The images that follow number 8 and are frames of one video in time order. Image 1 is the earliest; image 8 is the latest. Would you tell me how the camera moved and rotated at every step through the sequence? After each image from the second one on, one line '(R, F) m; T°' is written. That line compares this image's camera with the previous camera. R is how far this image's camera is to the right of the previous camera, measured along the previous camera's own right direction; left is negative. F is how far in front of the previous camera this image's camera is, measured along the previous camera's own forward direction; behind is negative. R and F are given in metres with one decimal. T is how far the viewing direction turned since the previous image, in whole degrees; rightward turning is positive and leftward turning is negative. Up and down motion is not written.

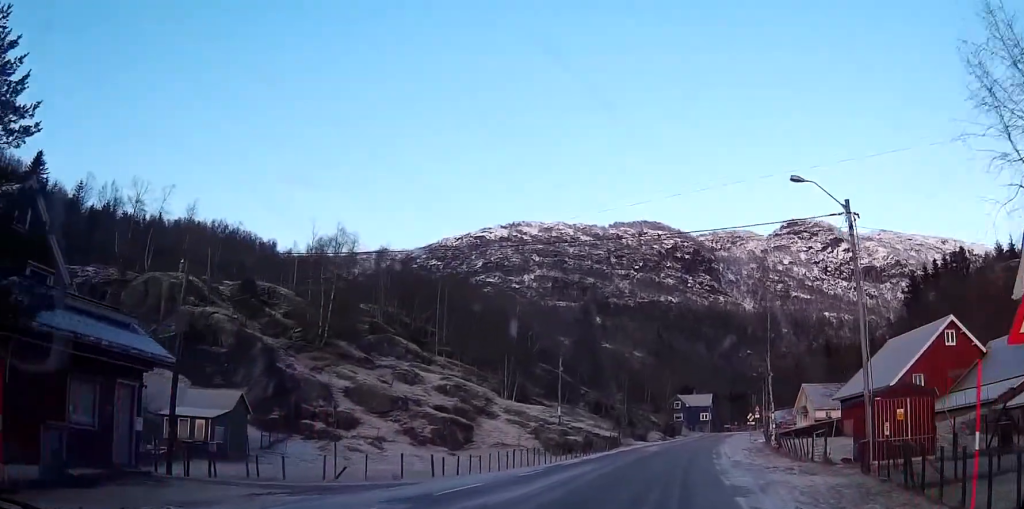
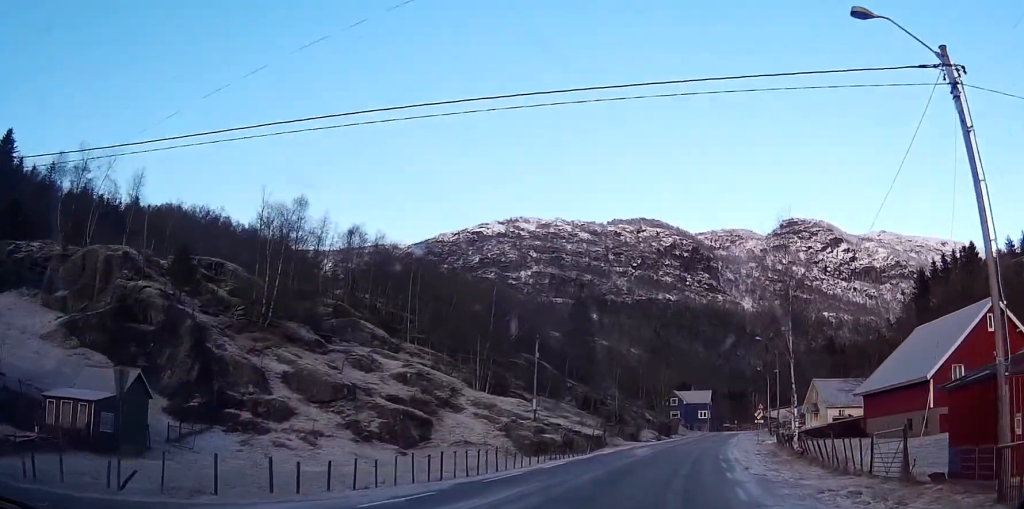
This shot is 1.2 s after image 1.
(+0.4, +10.7) m; +2°
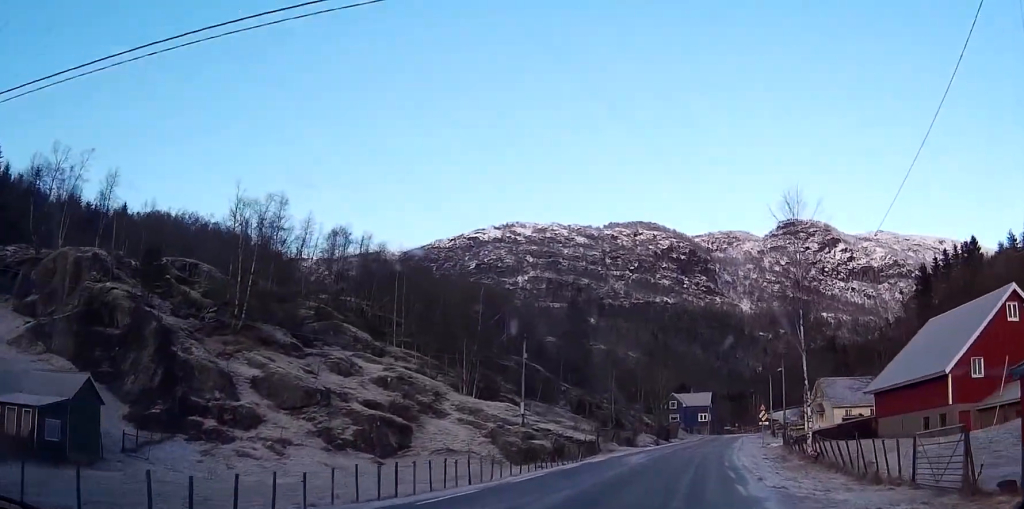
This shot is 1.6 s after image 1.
(0.0, +4.2) m; -1°
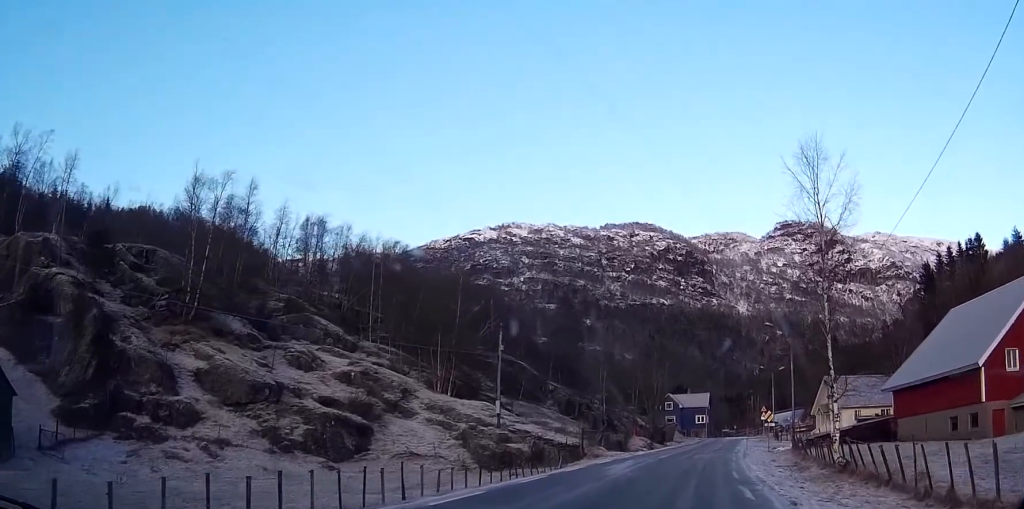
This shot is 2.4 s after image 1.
(0.0, +6.5) m; 0°
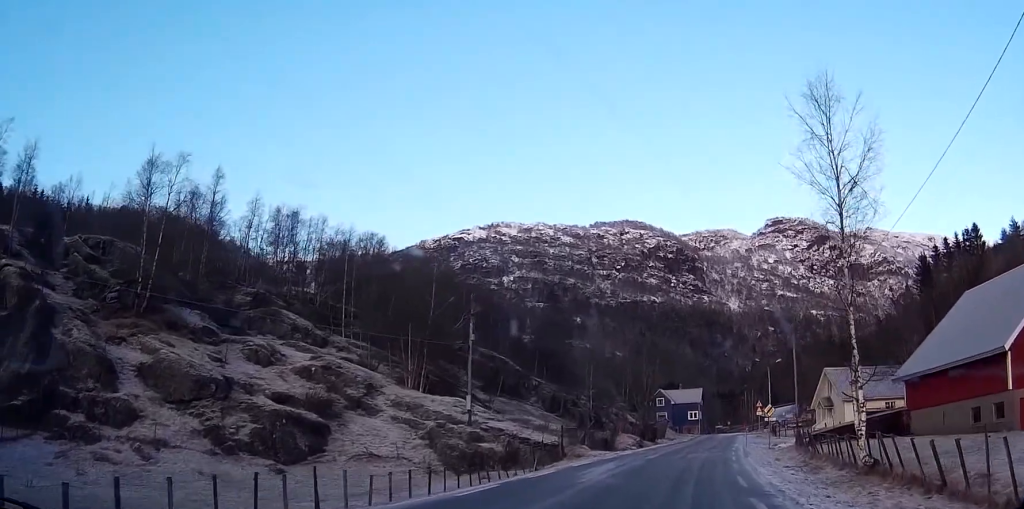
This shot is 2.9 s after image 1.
(-0.1, +5.0) m; +2°
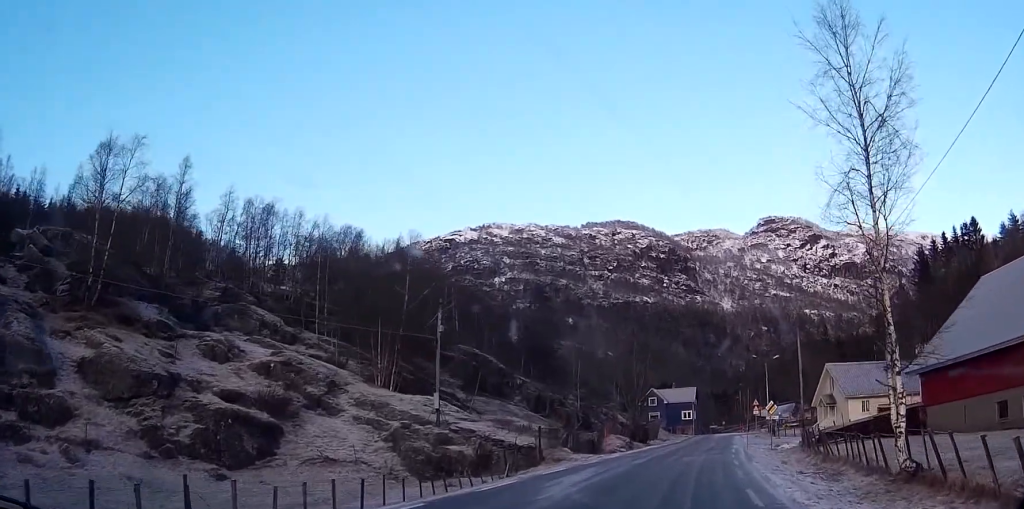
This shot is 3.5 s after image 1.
(+0.1, +4.7) m; +2°
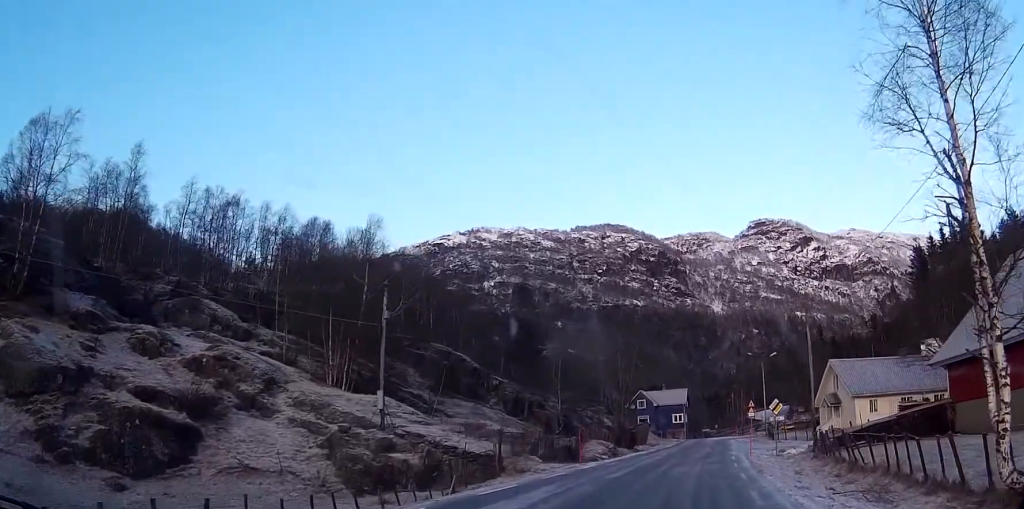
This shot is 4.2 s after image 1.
(+0.3, +6.4) m; +4°
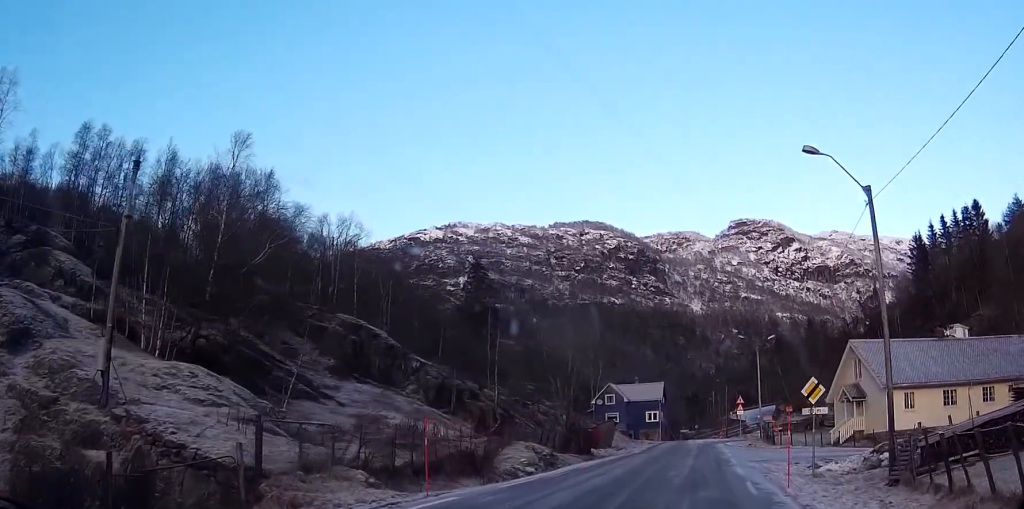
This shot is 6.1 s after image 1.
(0.0, +16.0) m; -5°
